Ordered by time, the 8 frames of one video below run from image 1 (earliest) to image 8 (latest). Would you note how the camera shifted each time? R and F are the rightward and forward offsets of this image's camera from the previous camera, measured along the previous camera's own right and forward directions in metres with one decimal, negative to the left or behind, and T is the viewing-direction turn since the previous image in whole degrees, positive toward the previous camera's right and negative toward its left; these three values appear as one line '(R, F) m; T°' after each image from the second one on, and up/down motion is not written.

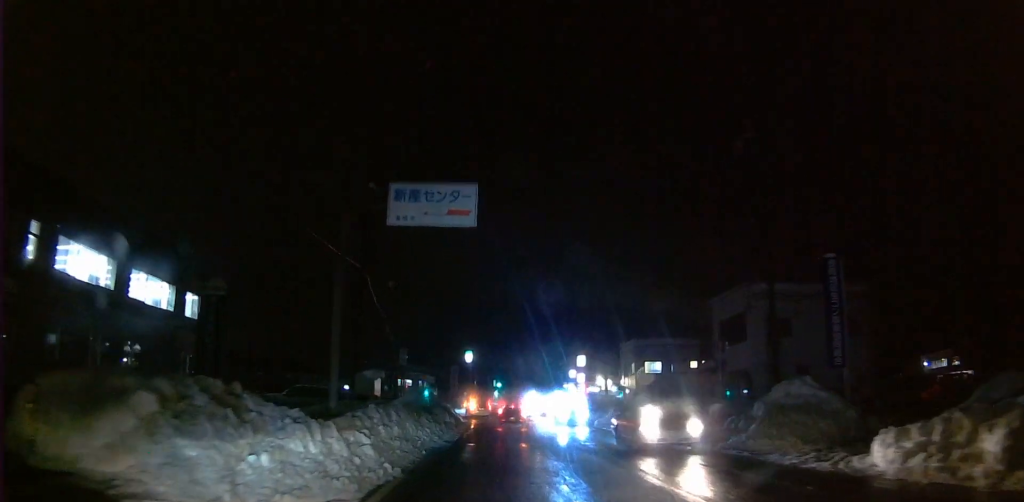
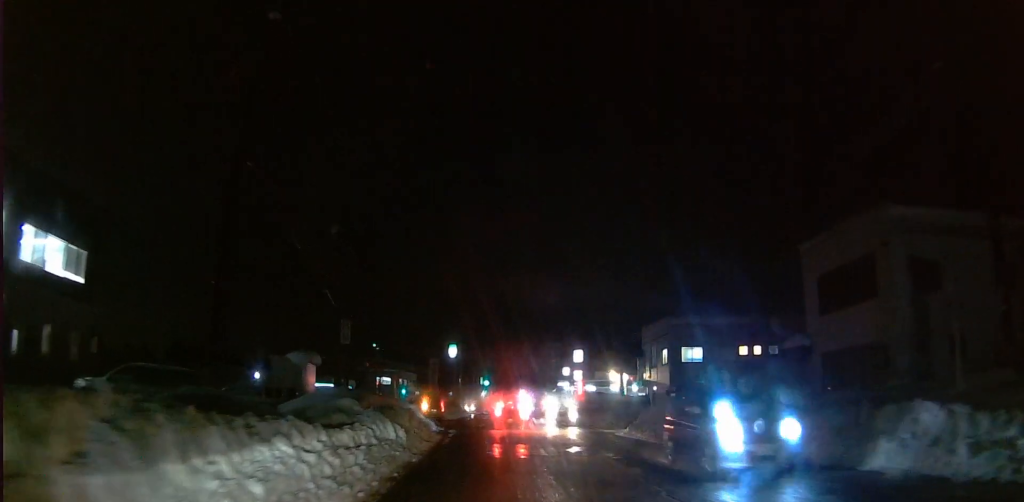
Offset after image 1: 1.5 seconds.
(+0.3, +14.0) m; -2°
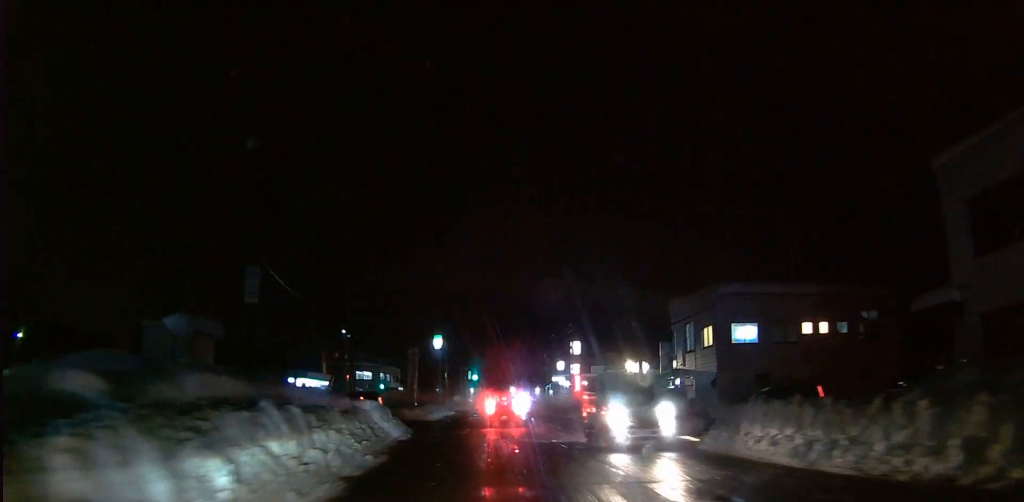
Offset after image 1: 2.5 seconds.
(-0.5, +11.0) m; -2°
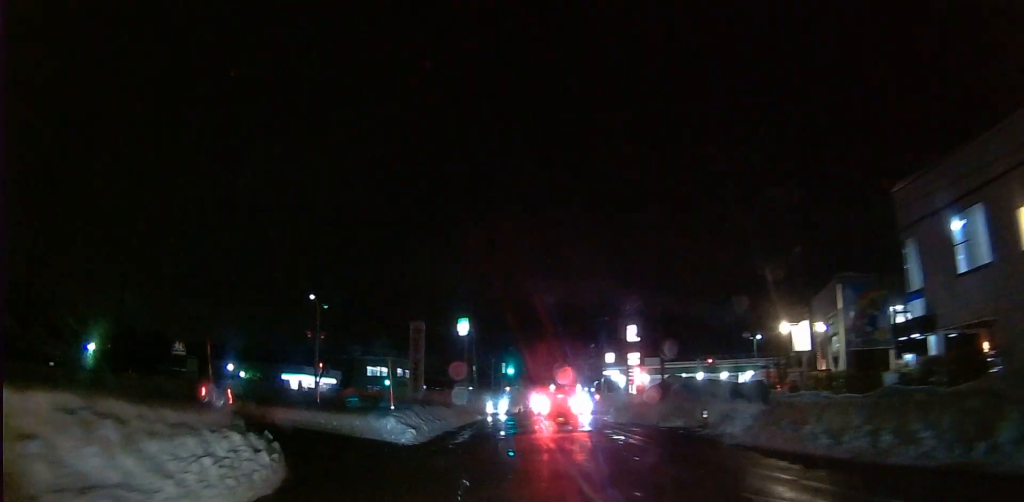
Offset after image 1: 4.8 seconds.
(+0.3, +23.1) m; -1°
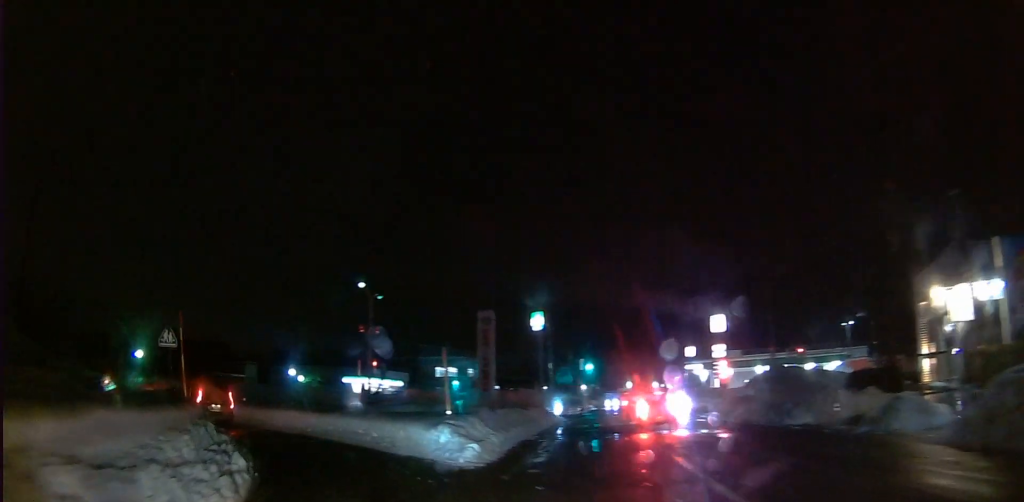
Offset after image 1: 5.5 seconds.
(-0.4, +6.6) m; -2°
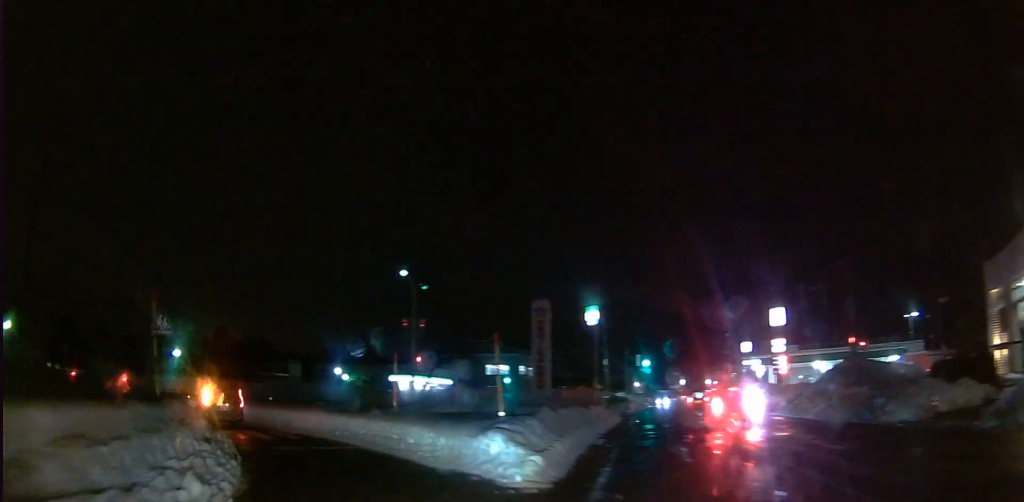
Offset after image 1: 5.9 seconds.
(+0.5, +3.6) m; -3°
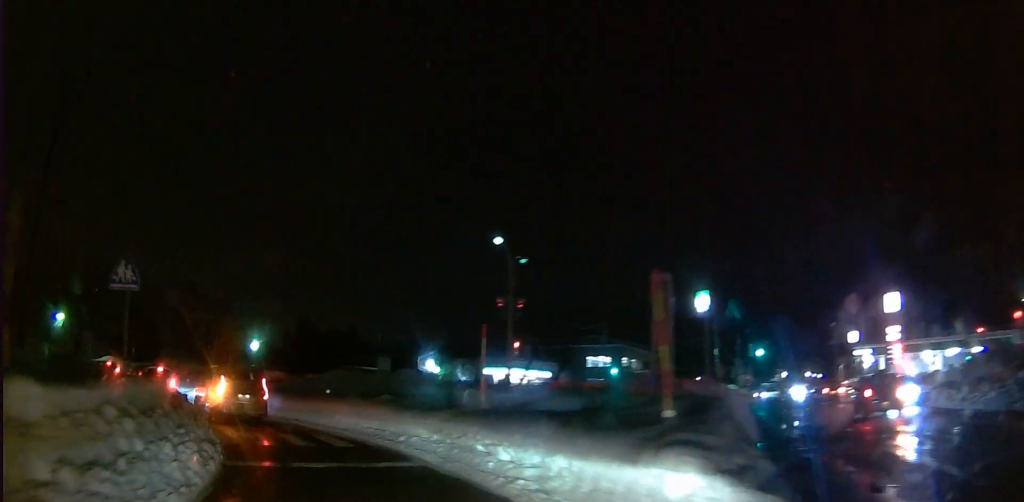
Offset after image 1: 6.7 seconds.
(-0.3, +6.3) m; -8°
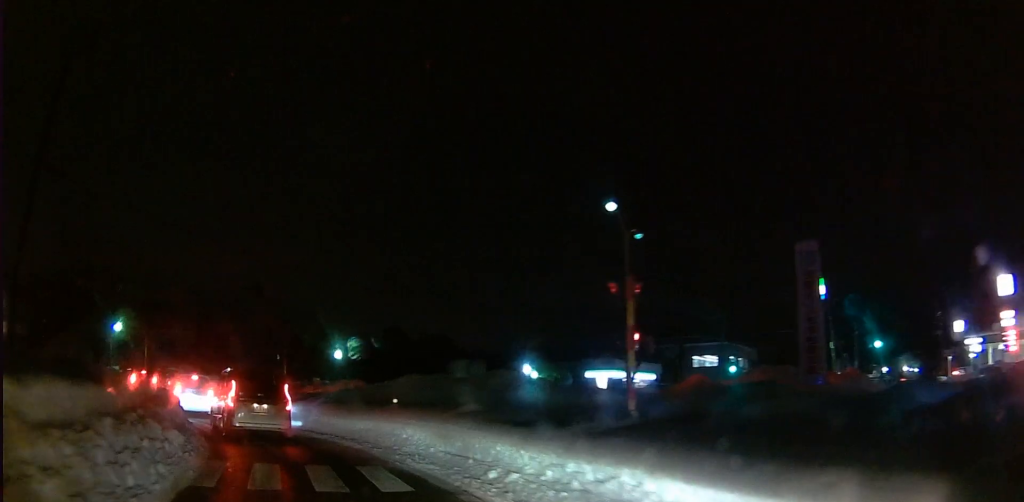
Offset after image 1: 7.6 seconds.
(-1.2, +6.9) m; -9°
